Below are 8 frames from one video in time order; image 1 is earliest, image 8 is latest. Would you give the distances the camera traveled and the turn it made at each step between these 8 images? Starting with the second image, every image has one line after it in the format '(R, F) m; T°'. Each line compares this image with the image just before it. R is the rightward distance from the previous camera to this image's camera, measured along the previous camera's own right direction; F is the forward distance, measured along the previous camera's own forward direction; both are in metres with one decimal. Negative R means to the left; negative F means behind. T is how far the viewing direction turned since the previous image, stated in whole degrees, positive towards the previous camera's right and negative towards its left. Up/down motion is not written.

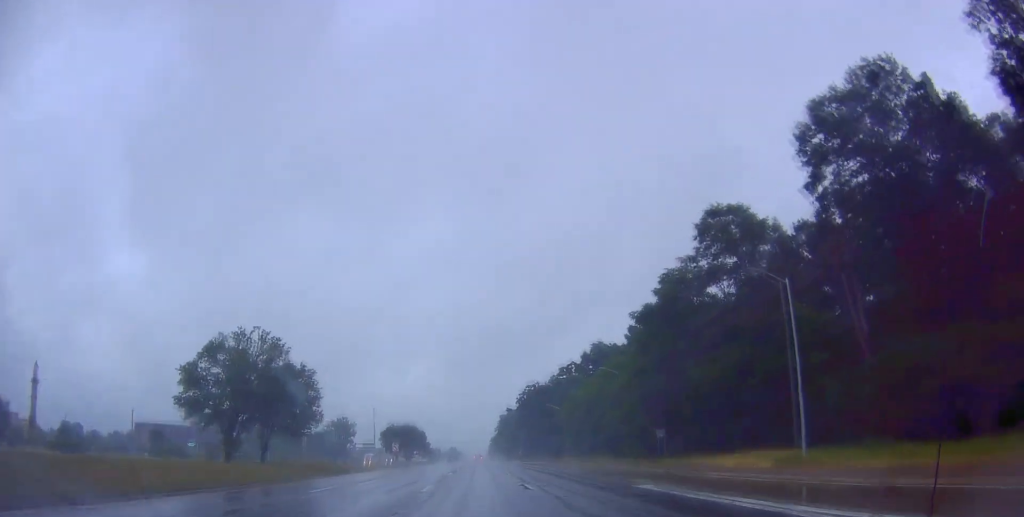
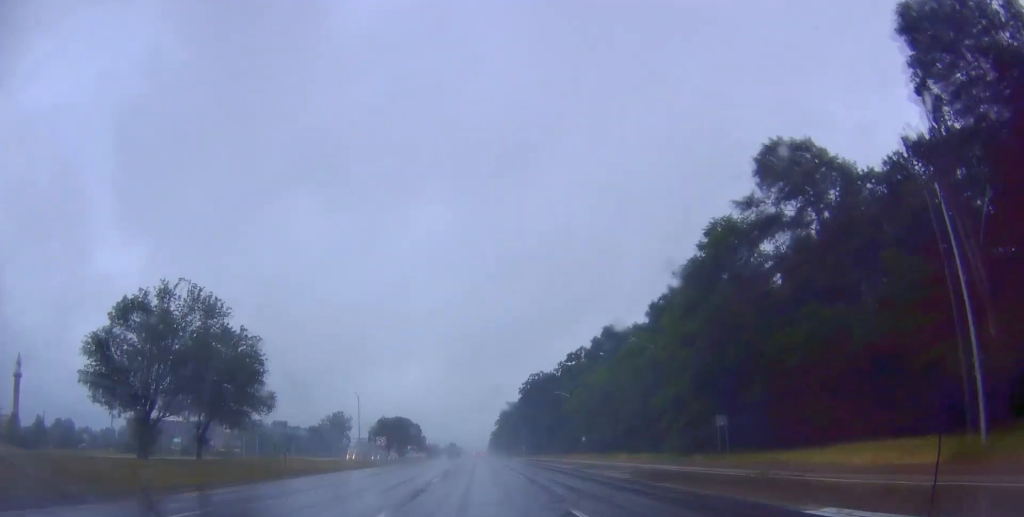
(+0.1, +12.2) m; +1°
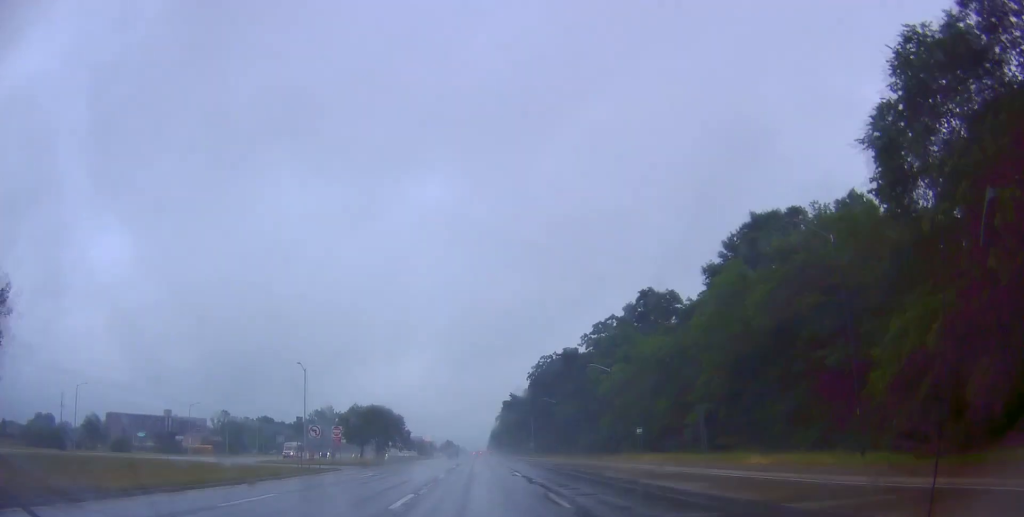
(0.0, +26.7) m; 0°
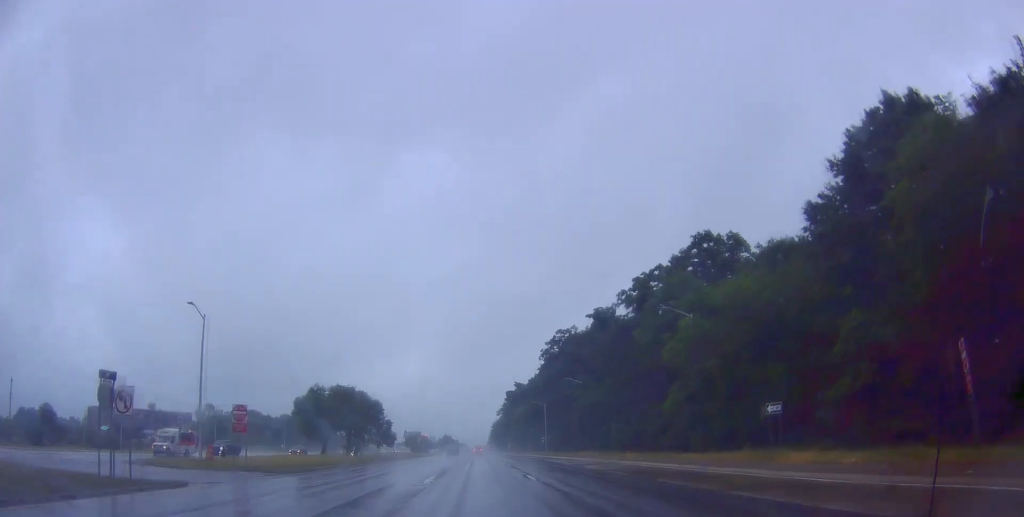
(0.0, +23.6) m; -1°
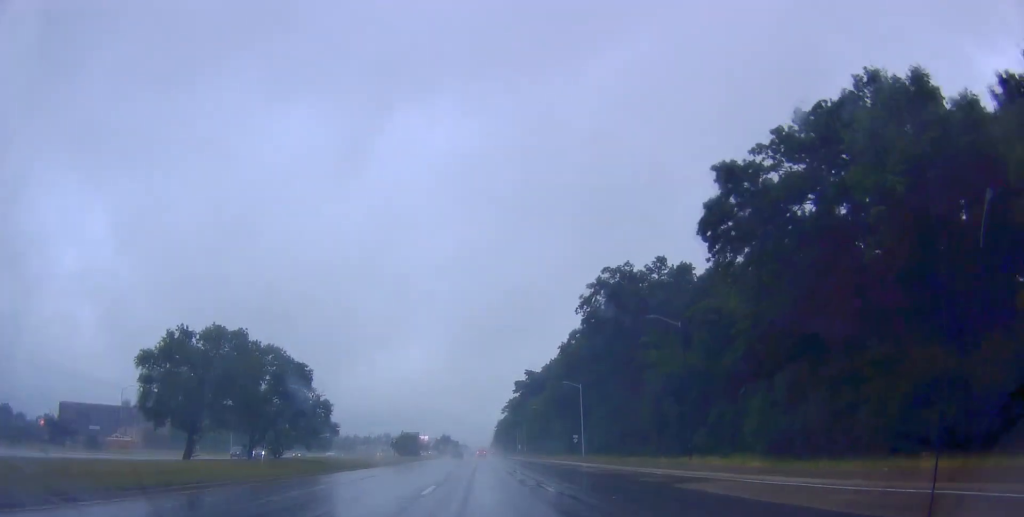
(-0.9, +35.5) m; -2°
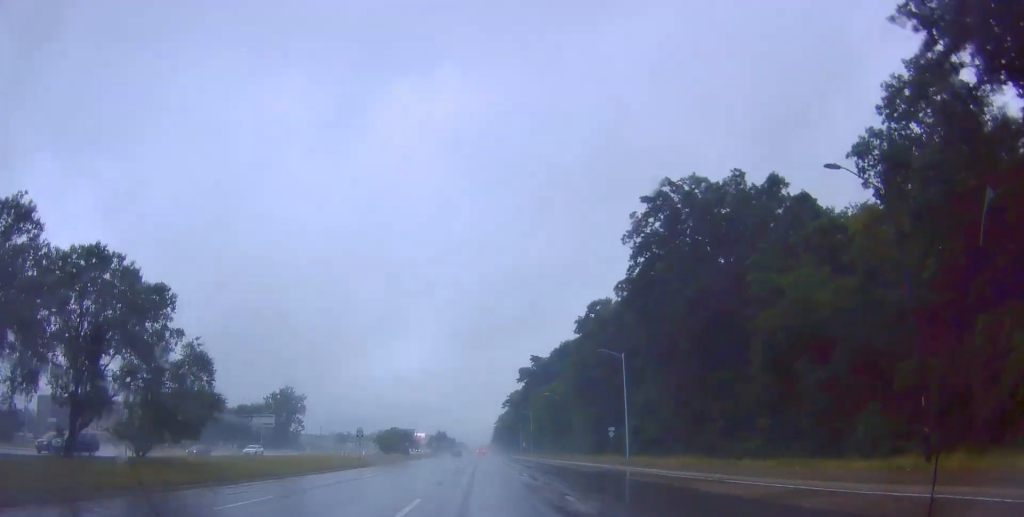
(0.0, +22.3) m; -1°
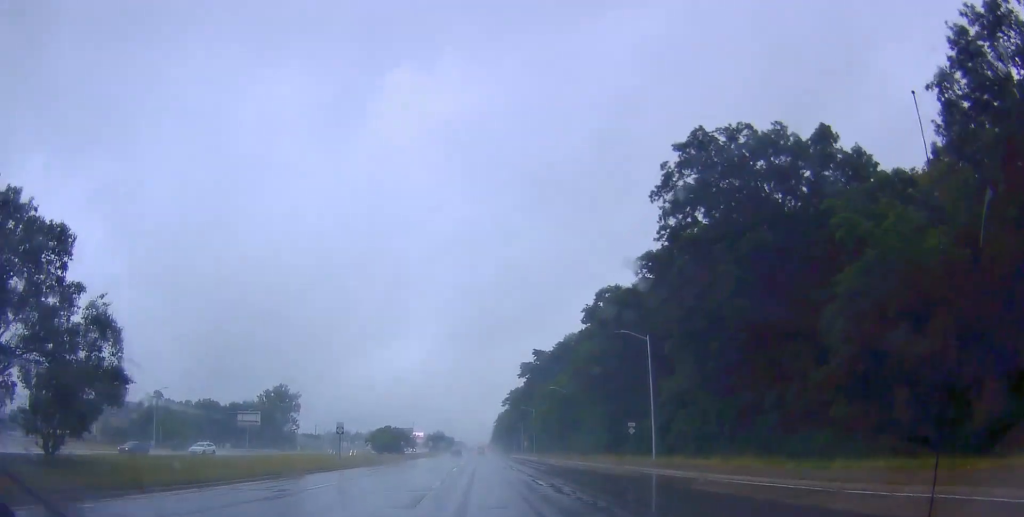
(0.0, +7.9) m; -1°
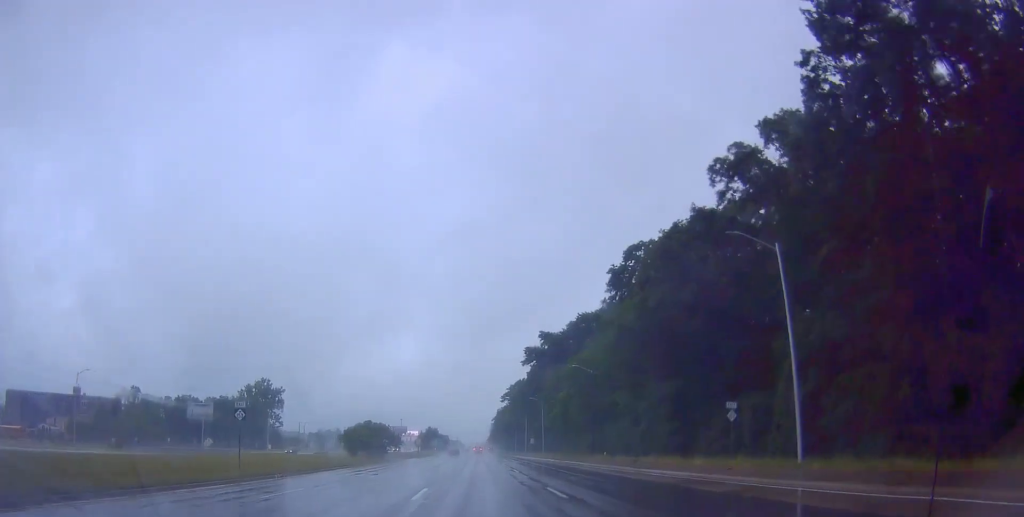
(-0.4, +20.6) m; +1°
